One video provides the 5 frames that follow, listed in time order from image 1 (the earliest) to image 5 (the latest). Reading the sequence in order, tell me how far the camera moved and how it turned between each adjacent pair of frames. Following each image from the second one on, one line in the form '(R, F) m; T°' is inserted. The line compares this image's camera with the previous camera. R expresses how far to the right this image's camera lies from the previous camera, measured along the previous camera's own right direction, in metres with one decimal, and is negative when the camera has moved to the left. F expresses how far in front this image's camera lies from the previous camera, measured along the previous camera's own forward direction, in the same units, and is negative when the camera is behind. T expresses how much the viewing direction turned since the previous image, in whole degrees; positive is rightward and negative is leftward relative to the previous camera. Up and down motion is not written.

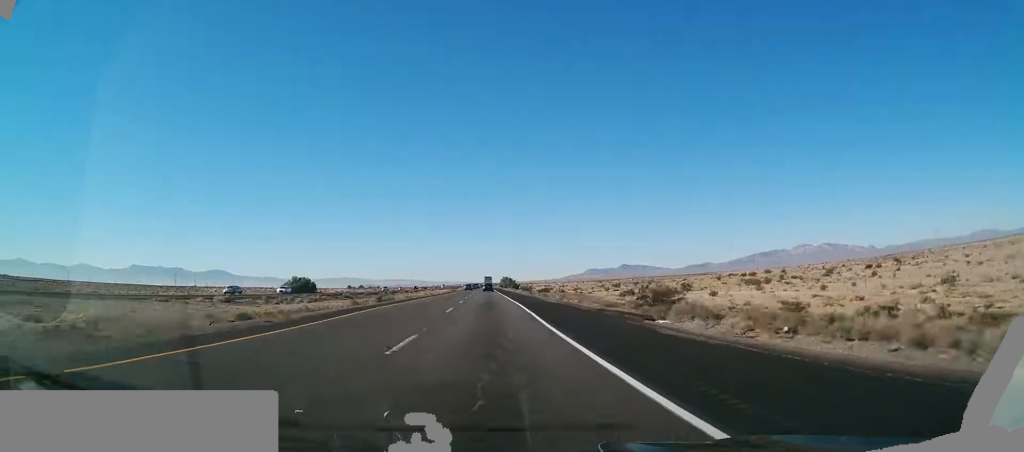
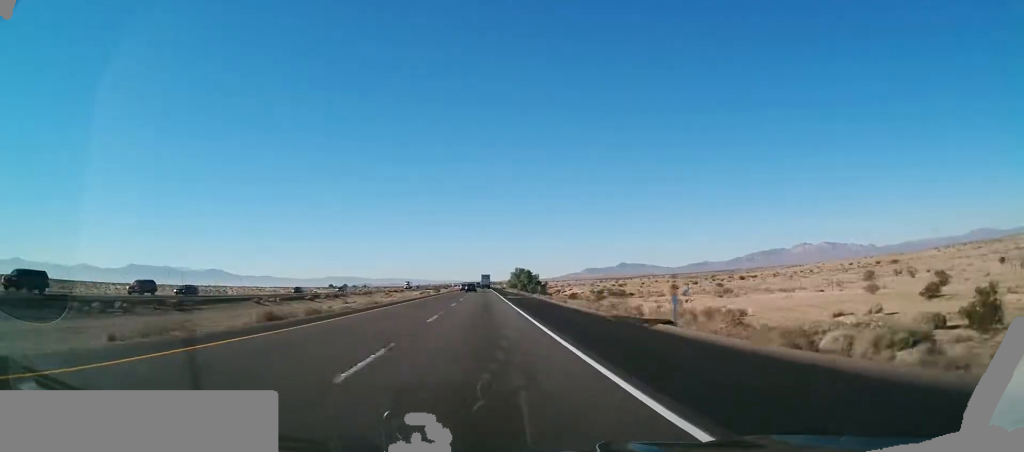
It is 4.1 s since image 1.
(-1.5, +149.1) m; 0°
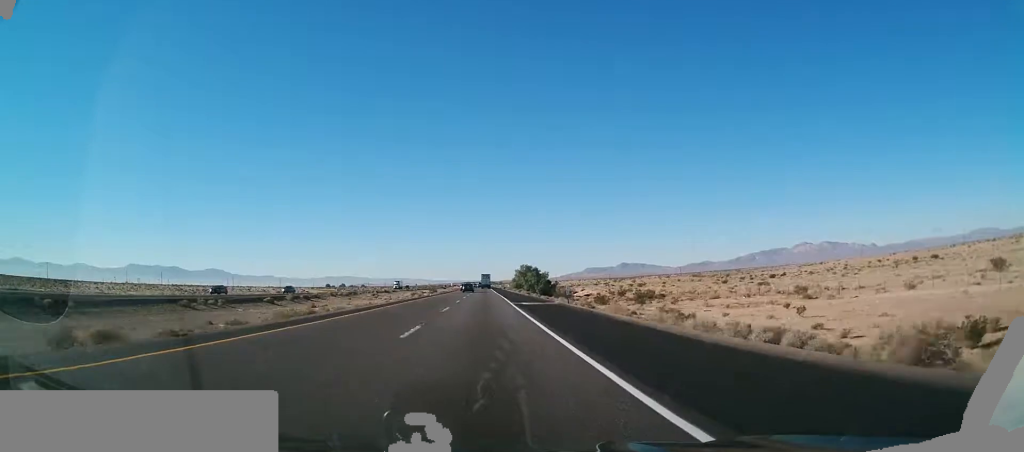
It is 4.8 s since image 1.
(0.0, +22.8) m; 0°
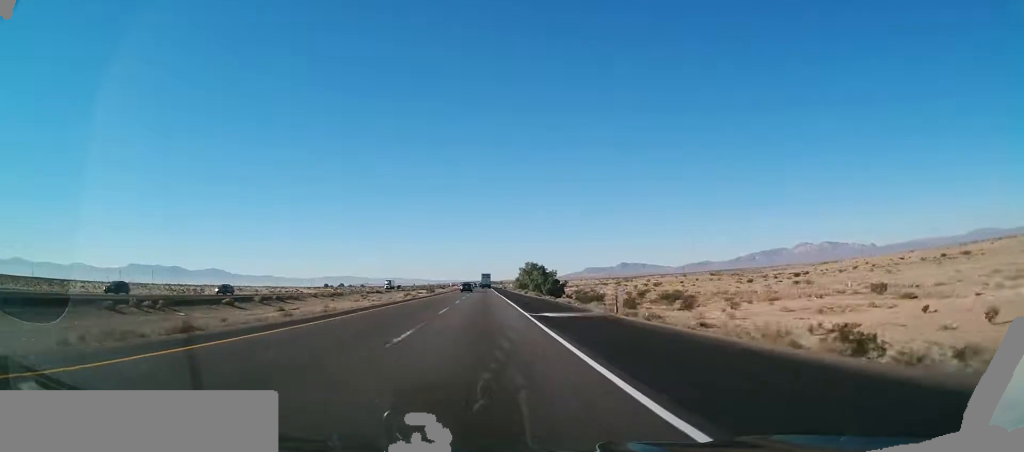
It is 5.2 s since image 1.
(0.0, +15.6) m; 0°
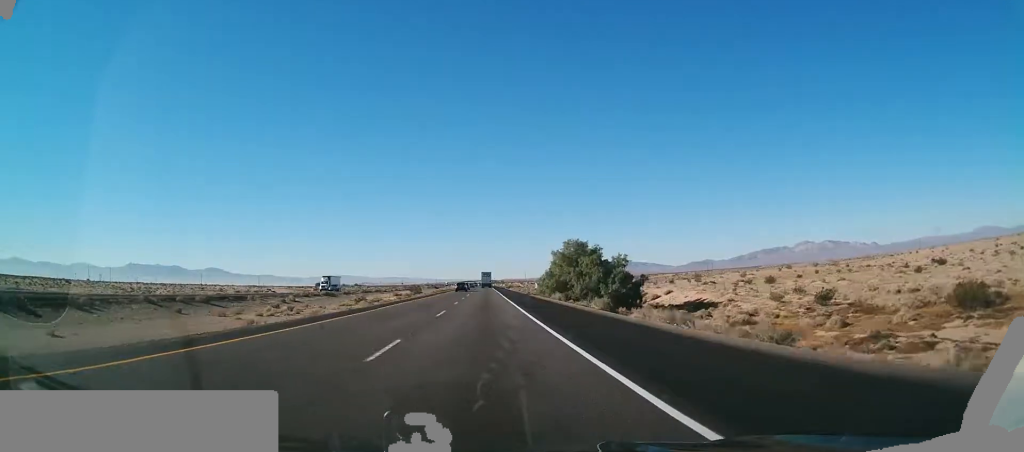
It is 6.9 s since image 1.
(0.0, +62.1) m; 0°
